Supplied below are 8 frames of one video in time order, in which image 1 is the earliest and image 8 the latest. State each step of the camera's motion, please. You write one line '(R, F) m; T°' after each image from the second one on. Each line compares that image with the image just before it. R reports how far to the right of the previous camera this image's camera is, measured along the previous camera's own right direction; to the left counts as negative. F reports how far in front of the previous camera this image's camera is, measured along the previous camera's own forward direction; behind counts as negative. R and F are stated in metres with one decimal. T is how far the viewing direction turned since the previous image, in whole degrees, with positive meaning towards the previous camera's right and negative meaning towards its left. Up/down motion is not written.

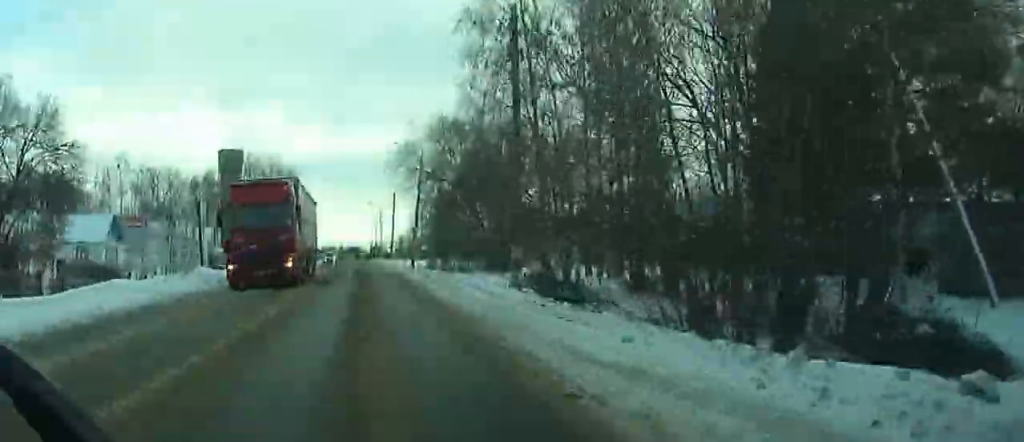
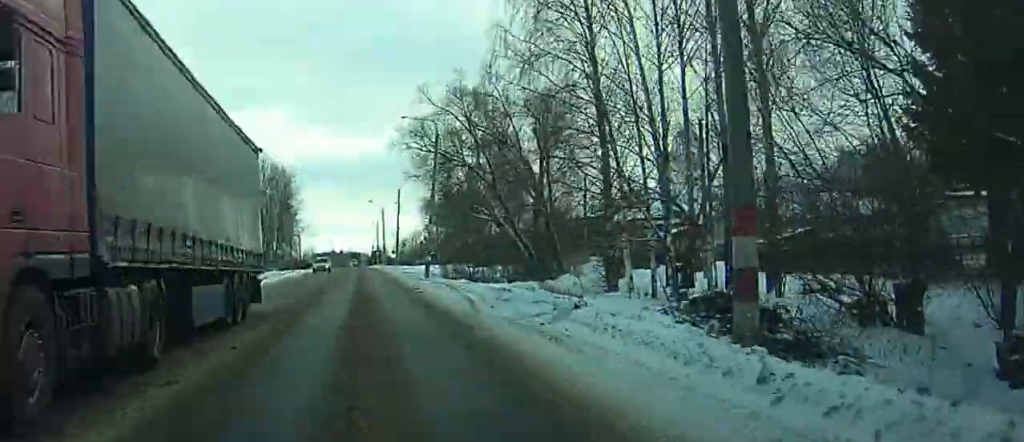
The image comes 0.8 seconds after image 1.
(-4.2, +16.4) m; -12°
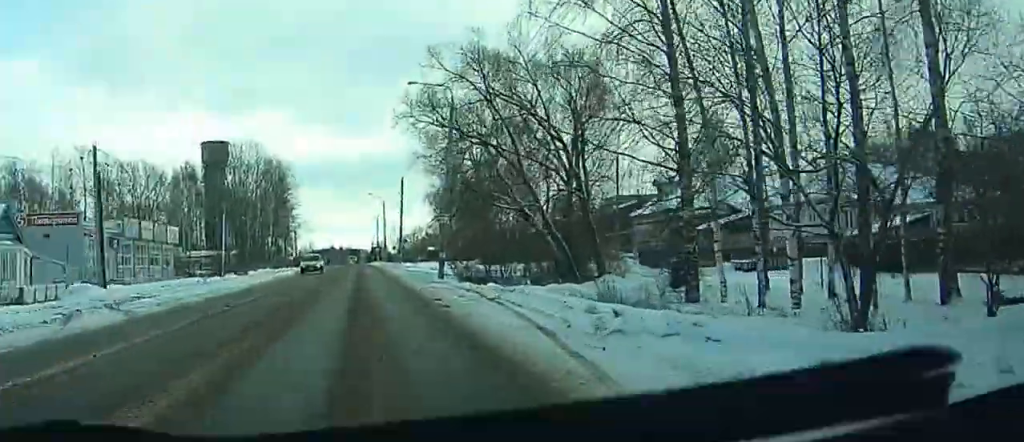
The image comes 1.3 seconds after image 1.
(-0.7, +13.8) m; -2°
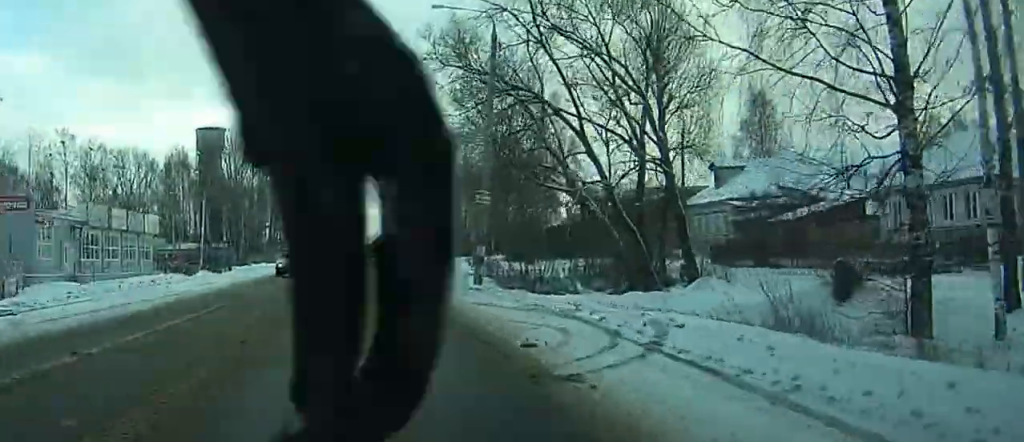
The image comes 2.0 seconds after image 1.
(-0.2, +19.7) m; +2°
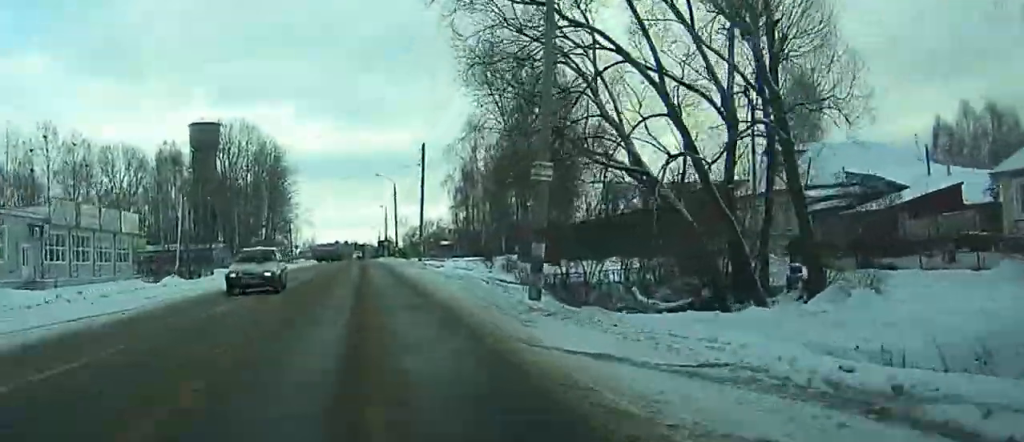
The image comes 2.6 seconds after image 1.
(+0.7, +13.9) m; +5°
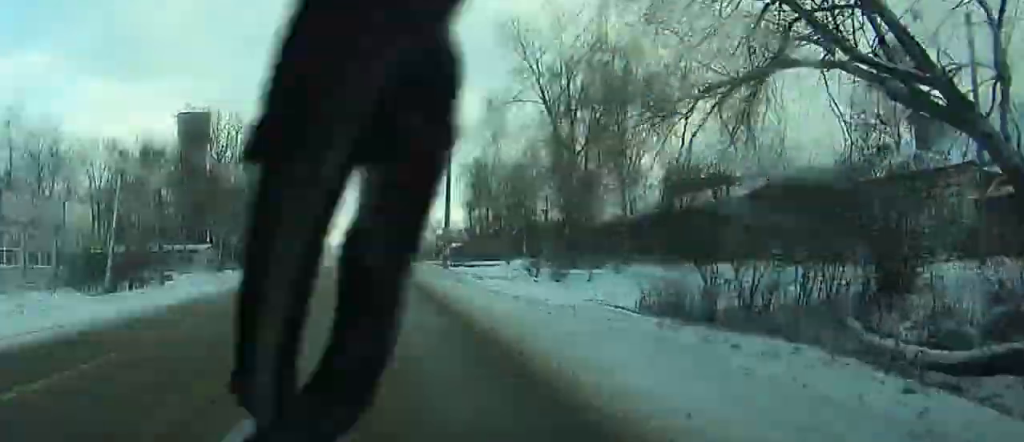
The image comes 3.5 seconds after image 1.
(+1.7, +23.0) m; +7°
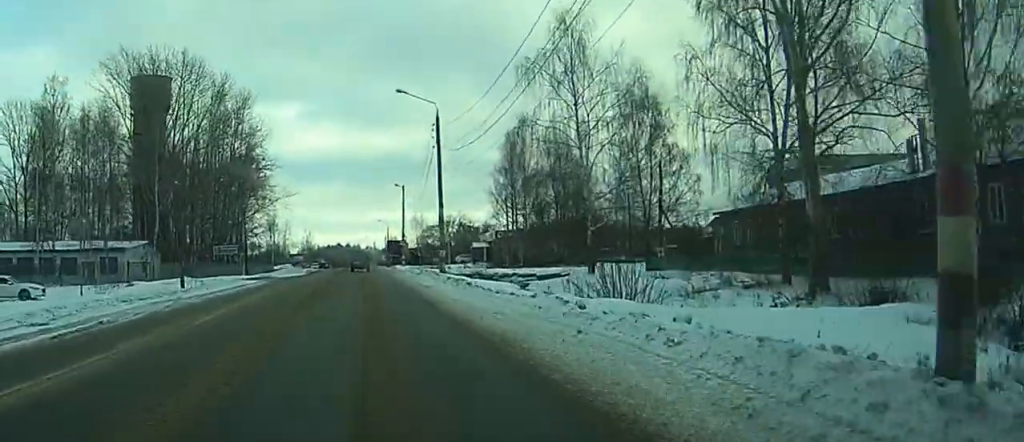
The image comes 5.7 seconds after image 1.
(+2.3, +44.5) m; +3°
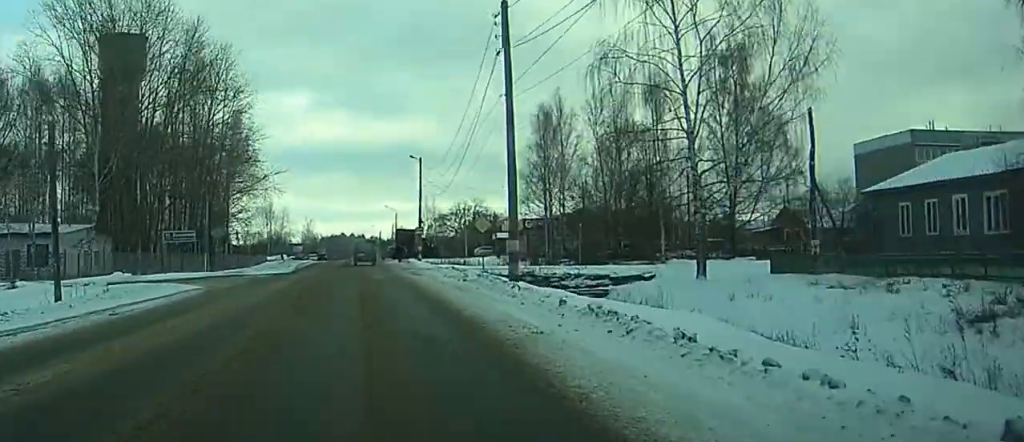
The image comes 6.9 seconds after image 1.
(0.0, +20.8) m; 0°
